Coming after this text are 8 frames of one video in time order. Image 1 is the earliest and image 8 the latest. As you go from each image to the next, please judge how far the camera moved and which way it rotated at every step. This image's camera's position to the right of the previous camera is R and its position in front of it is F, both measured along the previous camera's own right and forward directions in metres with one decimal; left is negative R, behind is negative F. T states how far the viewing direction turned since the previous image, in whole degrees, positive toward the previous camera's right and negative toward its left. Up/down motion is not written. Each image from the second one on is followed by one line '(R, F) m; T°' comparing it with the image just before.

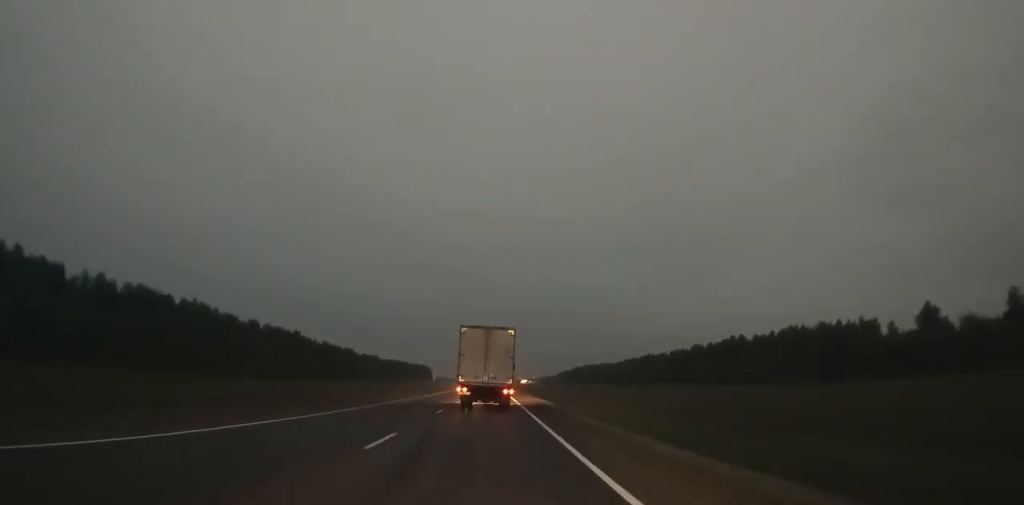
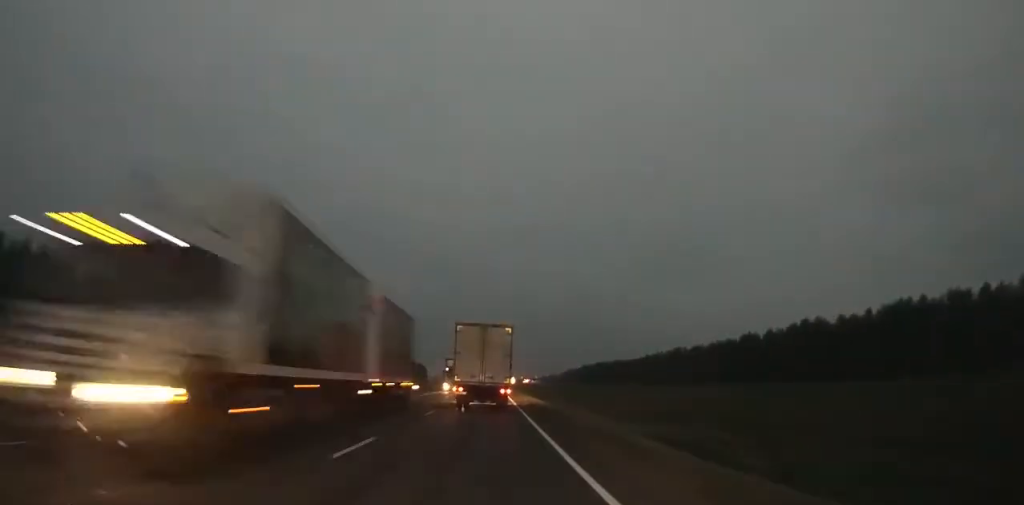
(0.0, +49.2) m; 0°
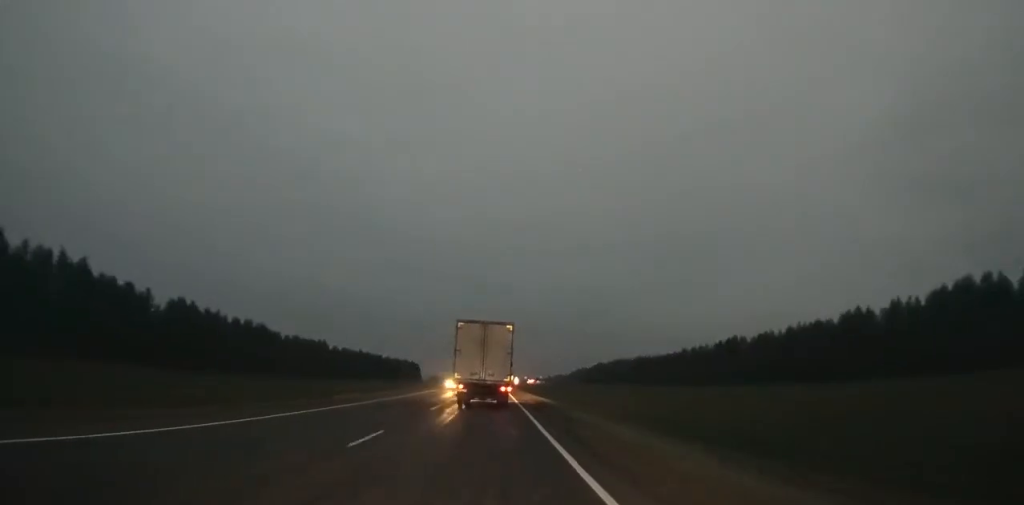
(0.0, +60.2) m; 0°
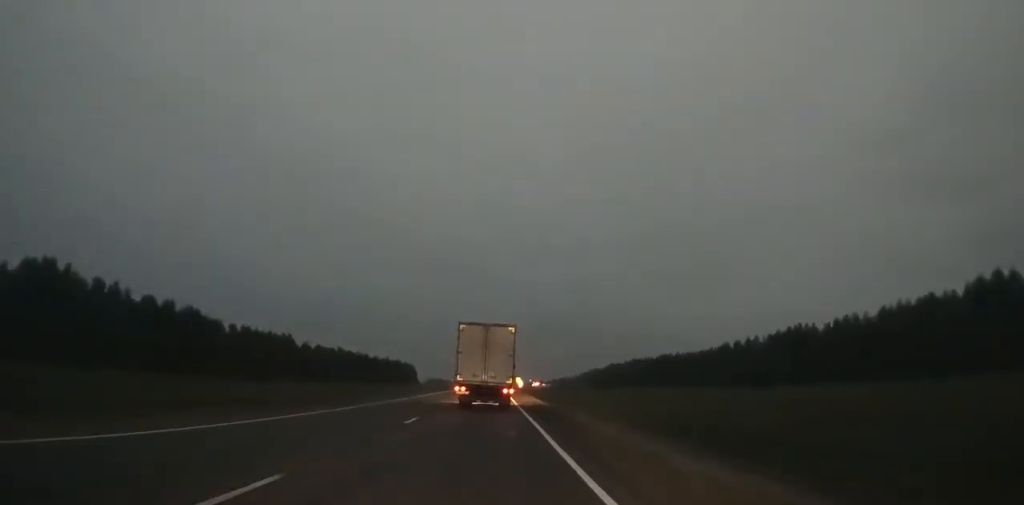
(0.0, +42.2) m; 0°
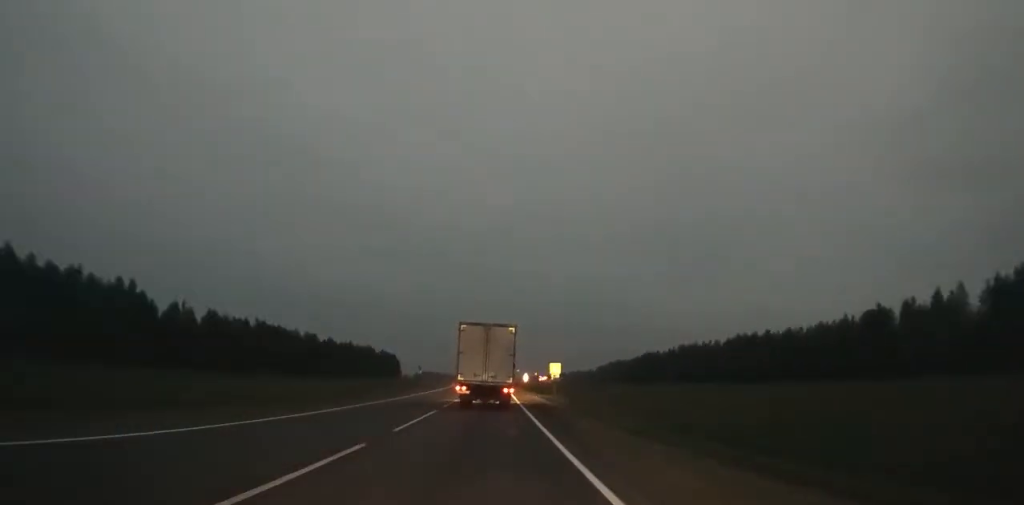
(0.0, +87.9) m; 0°
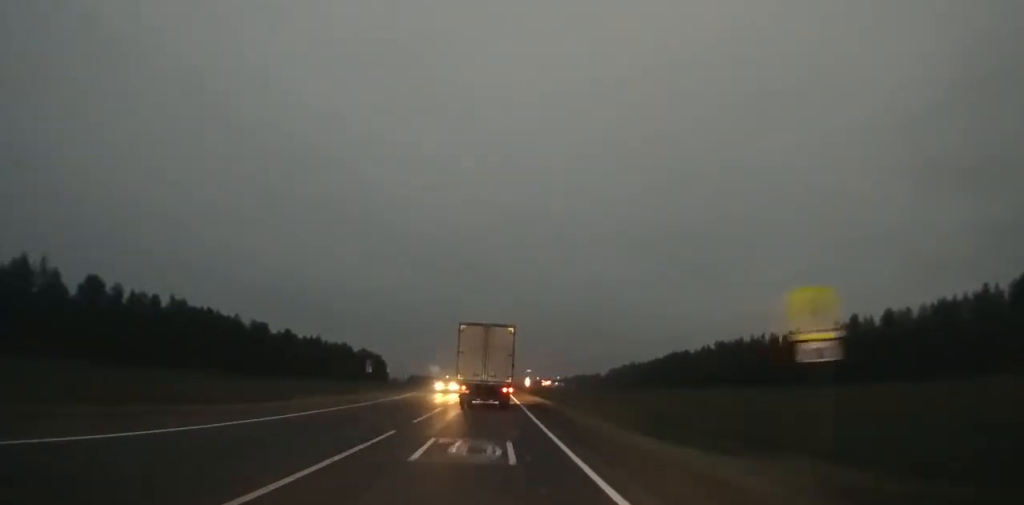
(-0.1, +45.6) m; 0°
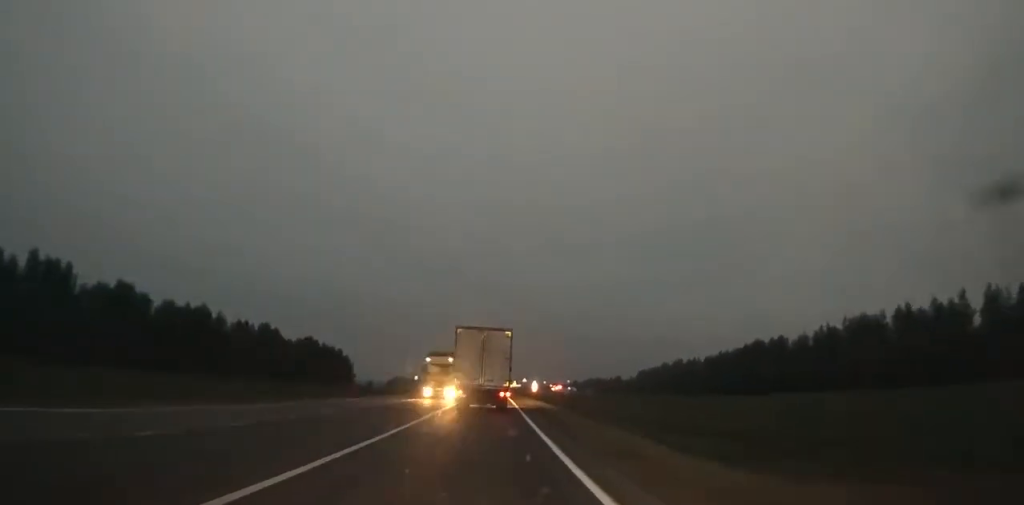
(+0.4, +83.2) m; 0°
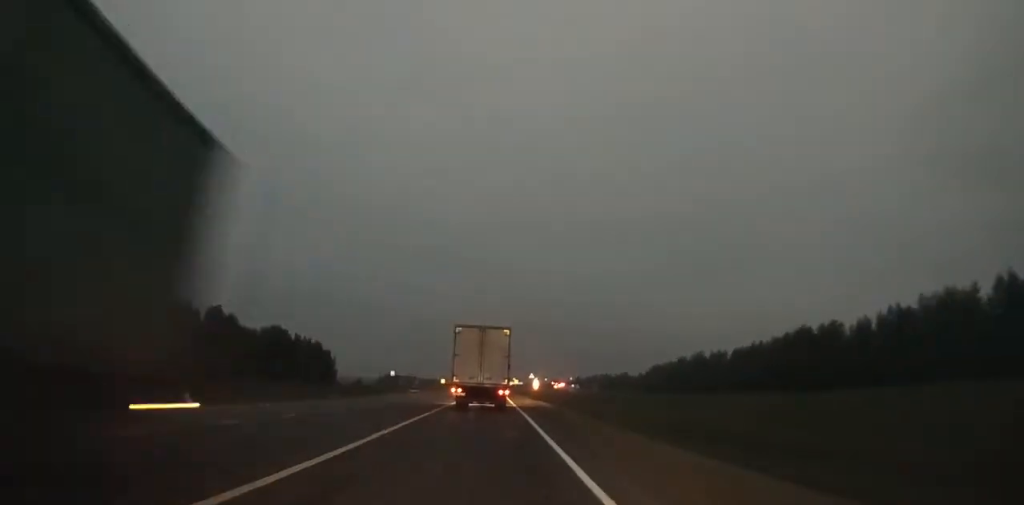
(0.0, +27.4) m; 0°
